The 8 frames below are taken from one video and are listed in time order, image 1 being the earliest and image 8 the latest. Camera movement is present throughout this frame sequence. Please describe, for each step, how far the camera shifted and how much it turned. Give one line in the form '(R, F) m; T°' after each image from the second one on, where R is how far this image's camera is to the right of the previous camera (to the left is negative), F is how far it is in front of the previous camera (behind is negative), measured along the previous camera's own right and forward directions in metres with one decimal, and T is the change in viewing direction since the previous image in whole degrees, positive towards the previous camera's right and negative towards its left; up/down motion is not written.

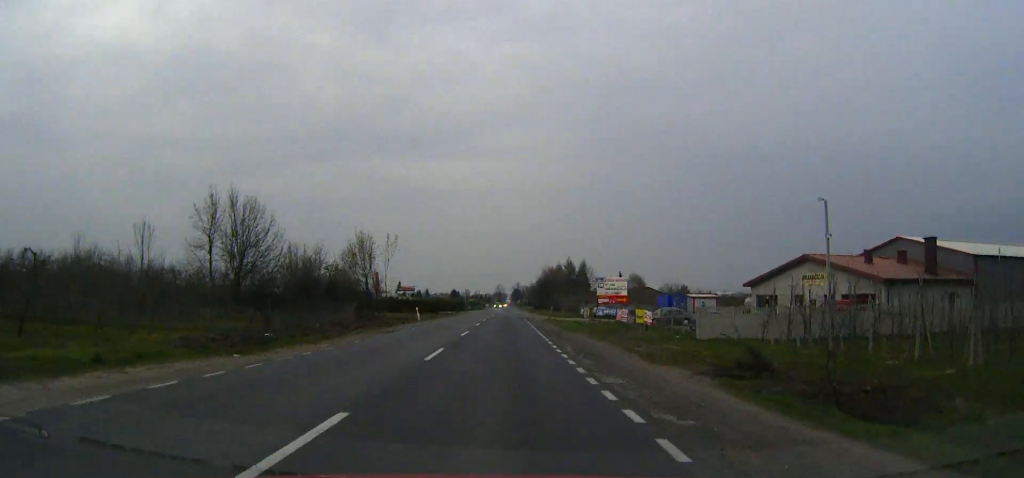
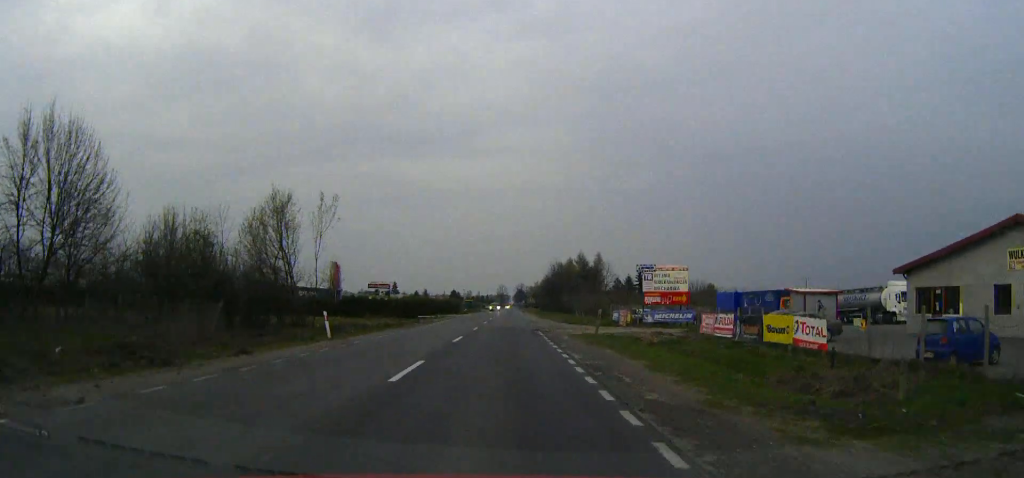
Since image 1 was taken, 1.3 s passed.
(0.0, +28.4) m; 0°
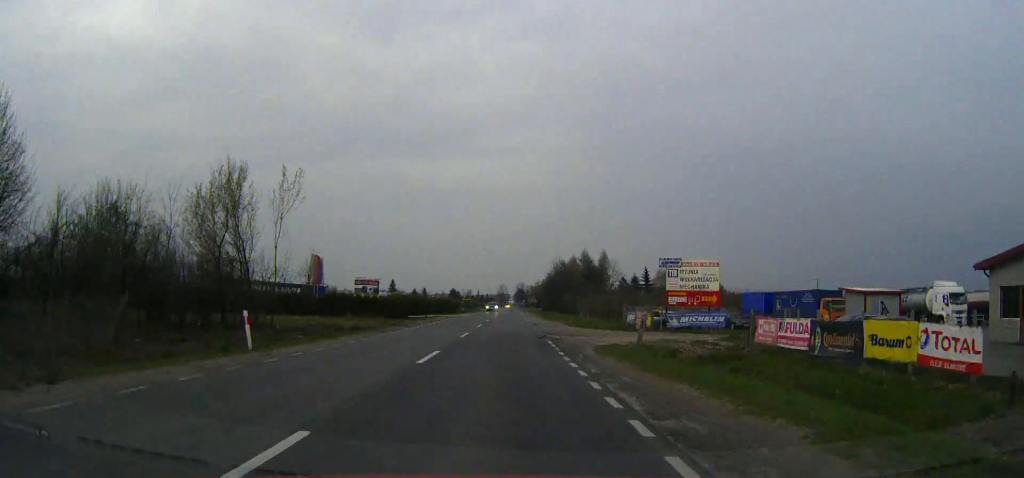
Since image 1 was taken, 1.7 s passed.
(0.0, +8.6) m; 0°
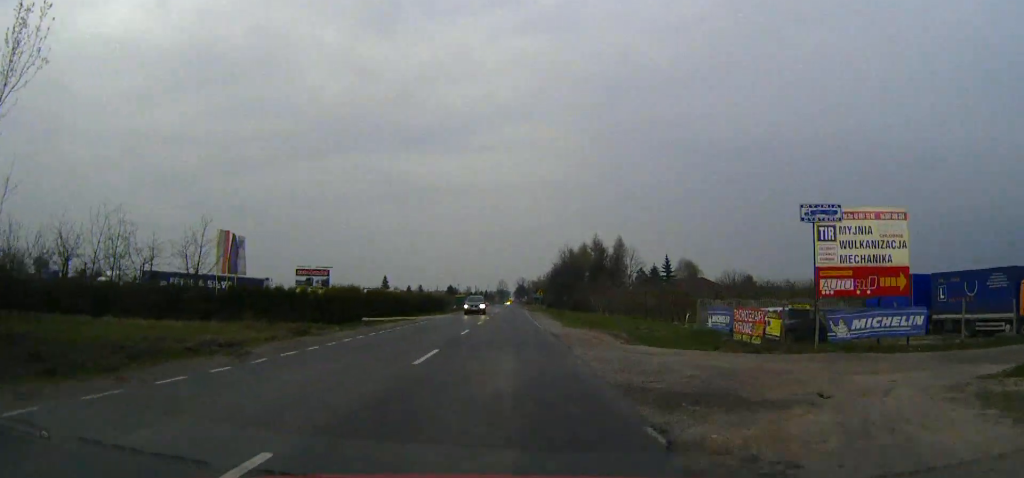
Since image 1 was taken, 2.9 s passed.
(0.0, +24.8) m; 0°
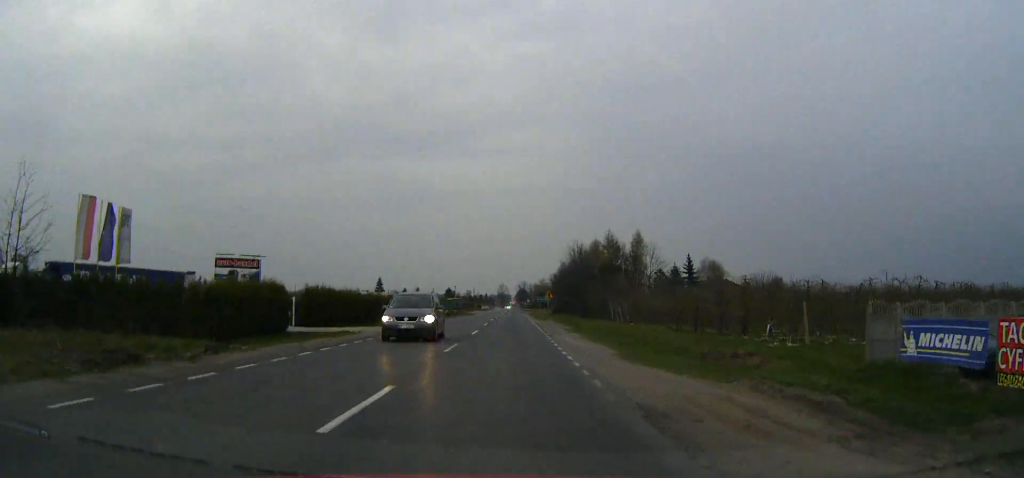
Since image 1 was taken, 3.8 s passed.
(0.0, +18.9) m; 0°
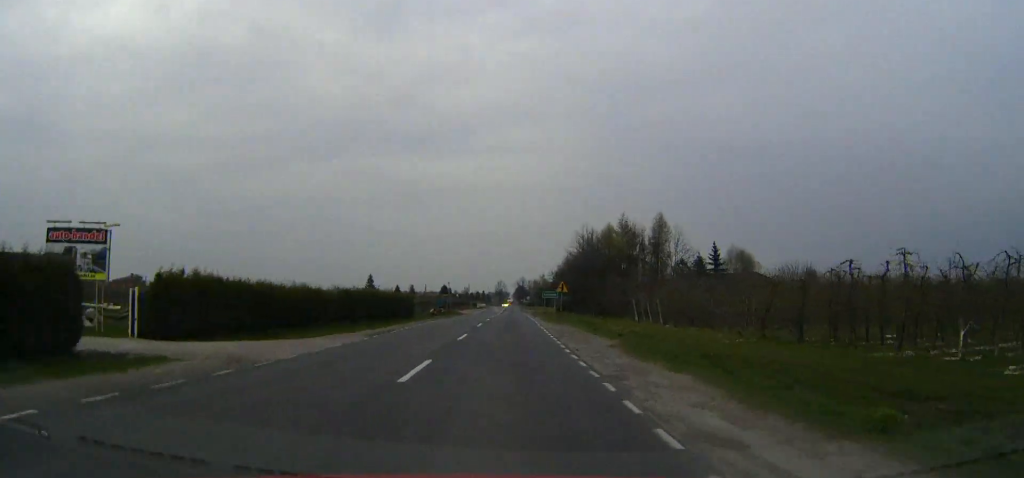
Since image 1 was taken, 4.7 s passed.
(-0.1, +19.3) m; 0°
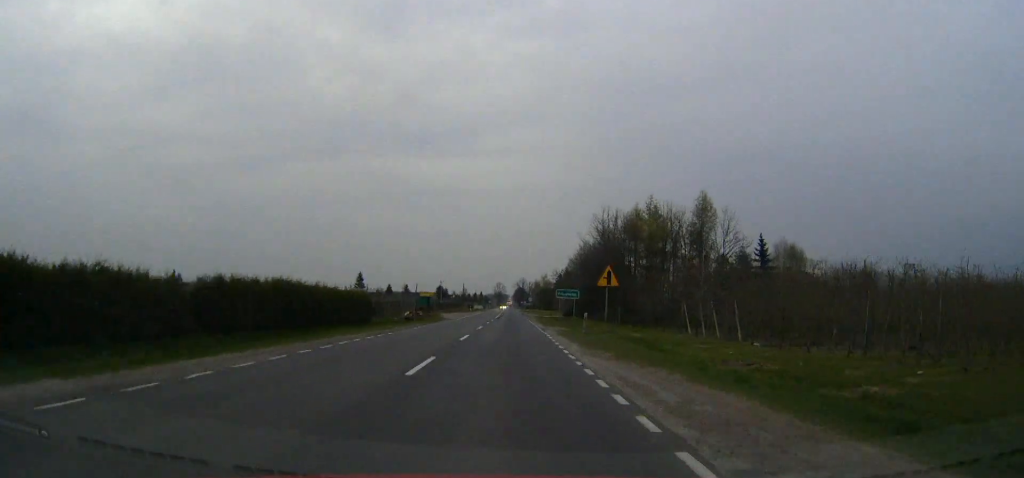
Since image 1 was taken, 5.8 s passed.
(+0.1, +23.1) m; 0°
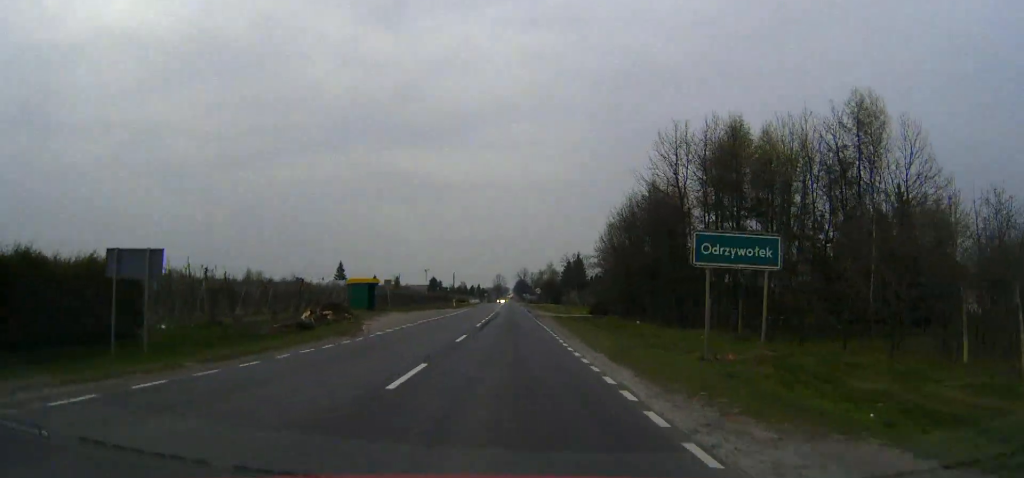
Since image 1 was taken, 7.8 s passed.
(0.0, +38.1) m; 0°
